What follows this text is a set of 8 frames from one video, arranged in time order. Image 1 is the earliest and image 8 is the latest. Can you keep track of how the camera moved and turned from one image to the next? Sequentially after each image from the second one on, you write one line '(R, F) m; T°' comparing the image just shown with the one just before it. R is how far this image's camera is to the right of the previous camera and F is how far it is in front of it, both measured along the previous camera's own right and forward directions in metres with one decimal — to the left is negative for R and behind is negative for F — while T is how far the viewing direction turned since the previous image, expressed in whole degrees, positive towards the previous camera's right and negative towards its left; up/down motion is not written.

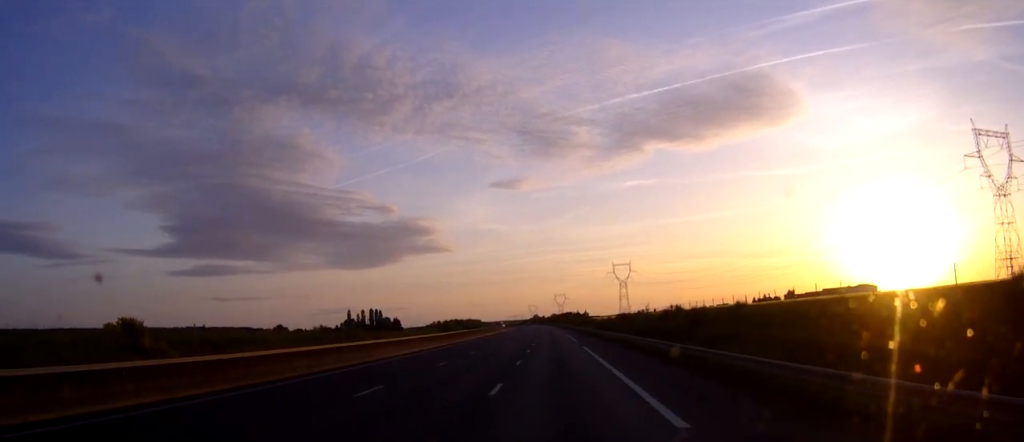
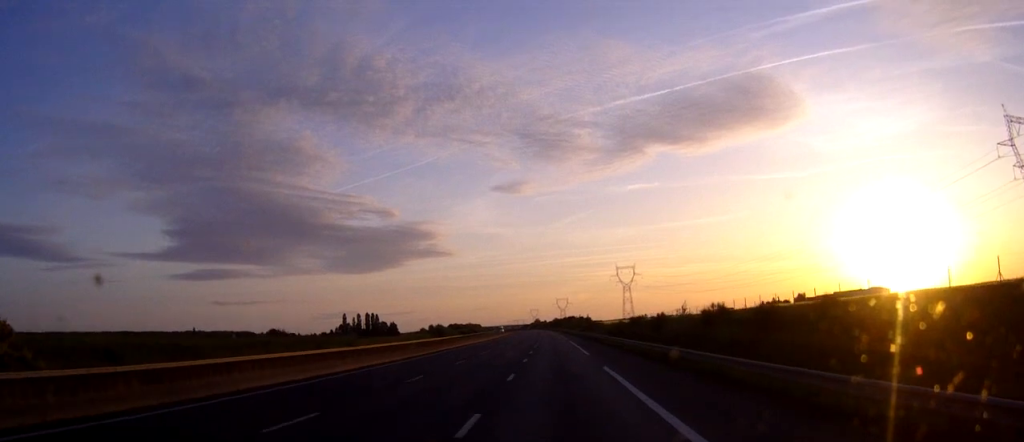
(0.0, +19.6) m; 0°
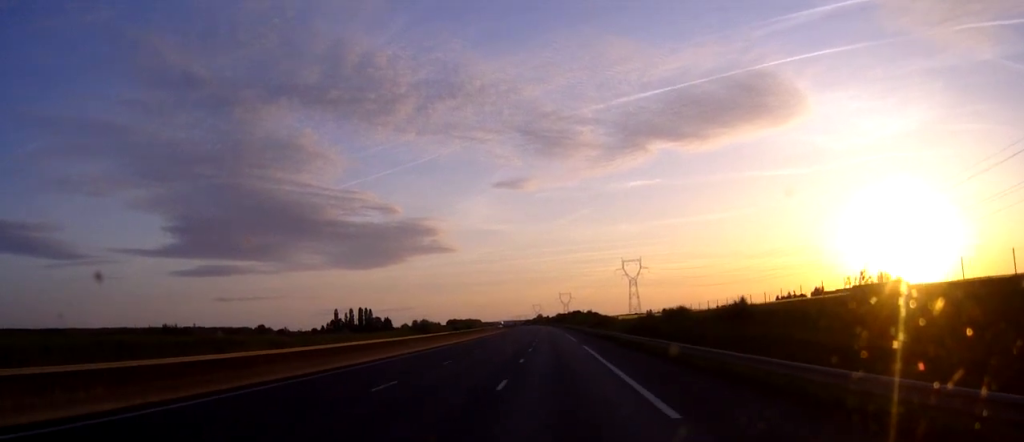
(0.0, +31.2) m; 0°
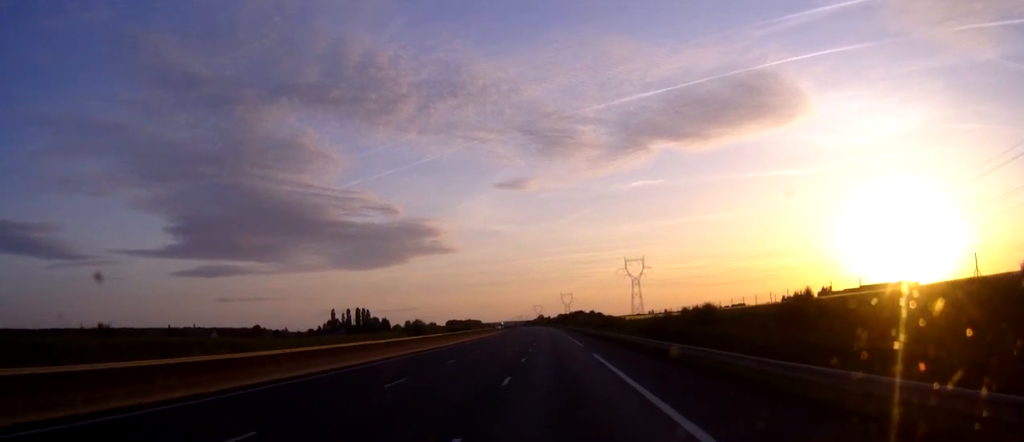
(0.0, +11.6) m; 0°
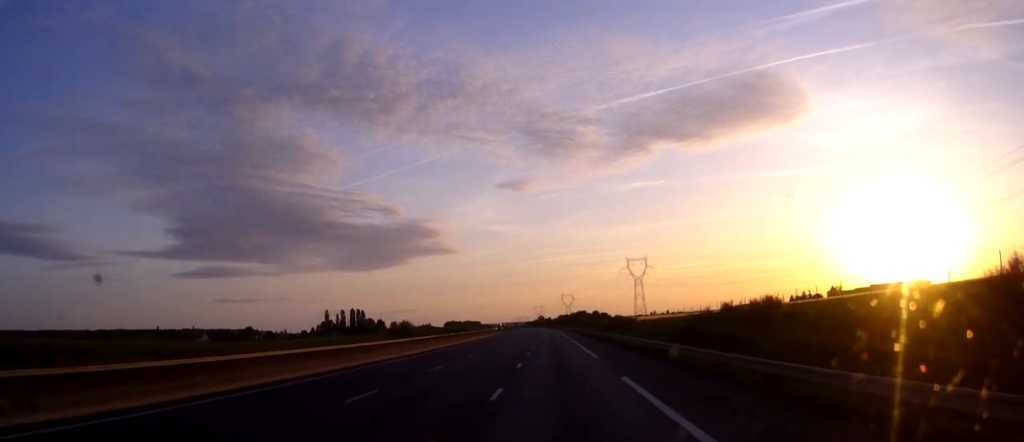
(-0.1, +16.9) m; 0°
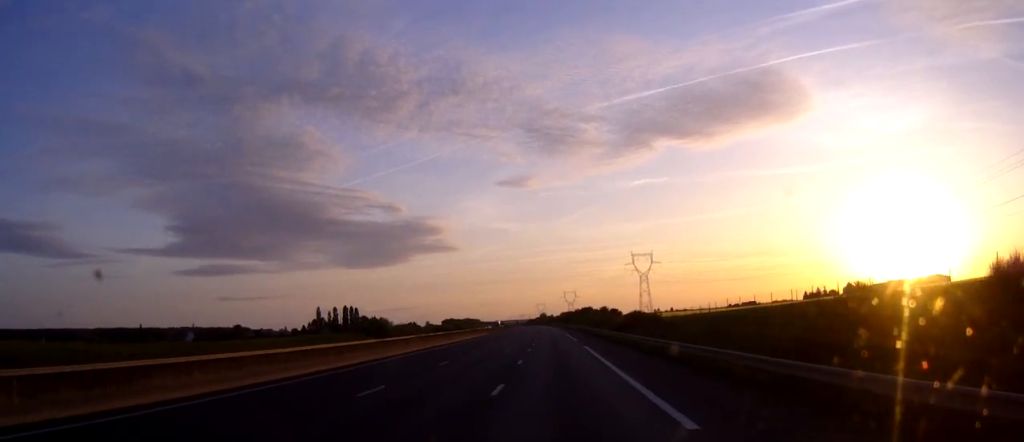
(0.0, +25.0) m; 0°
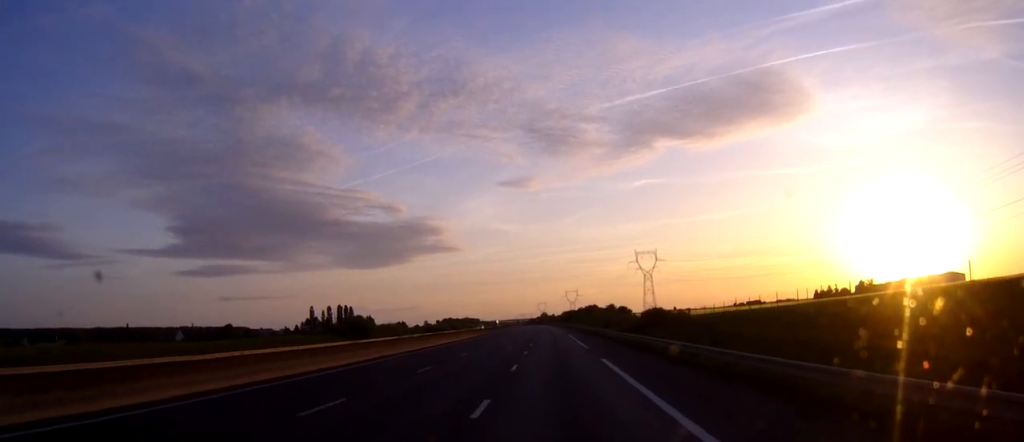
(0.0, +17.8) m; 0°
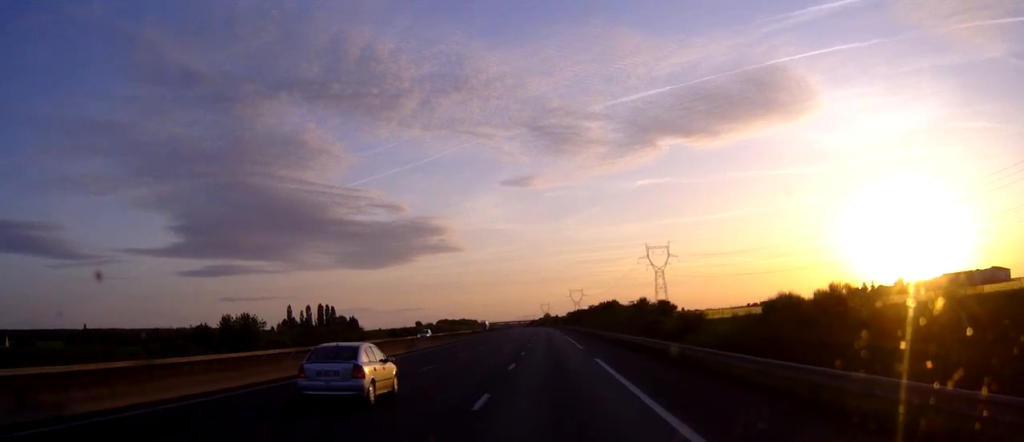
(-0.2, +50.8) m; 0°
